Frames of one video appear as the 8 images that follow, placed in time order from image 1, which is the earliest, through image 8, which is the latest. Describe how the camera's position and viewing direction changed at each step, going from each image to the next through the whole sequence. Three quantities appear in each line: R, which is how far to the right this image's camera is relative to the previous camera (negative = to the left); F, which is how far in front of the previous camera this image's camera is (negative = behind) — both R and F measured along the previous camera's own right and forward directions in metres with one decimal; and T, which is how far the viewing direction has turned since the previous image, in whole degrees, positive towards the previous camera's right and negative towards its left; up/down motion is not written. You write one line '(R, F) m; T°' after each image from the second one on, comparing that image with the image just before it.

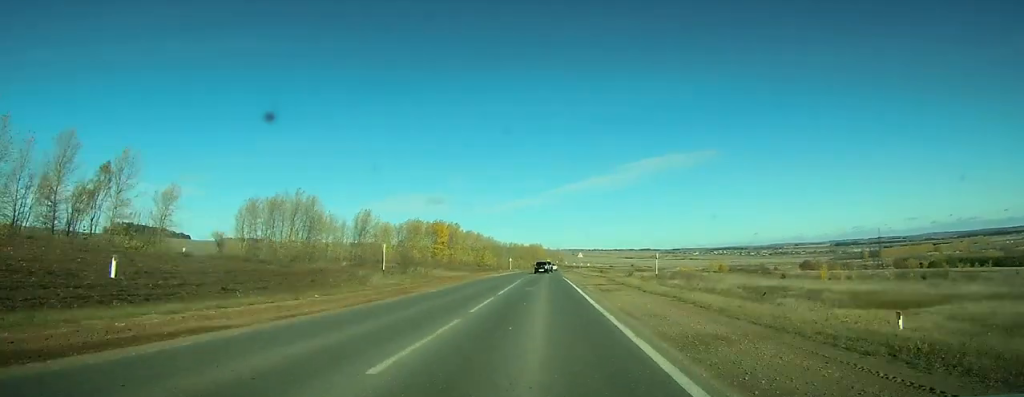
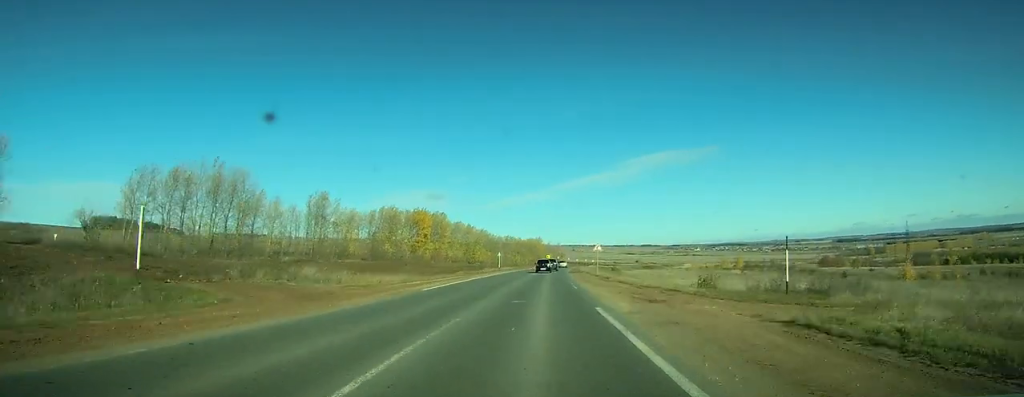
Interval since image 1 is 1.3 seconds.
(-0.1, +33.4) m; 0°
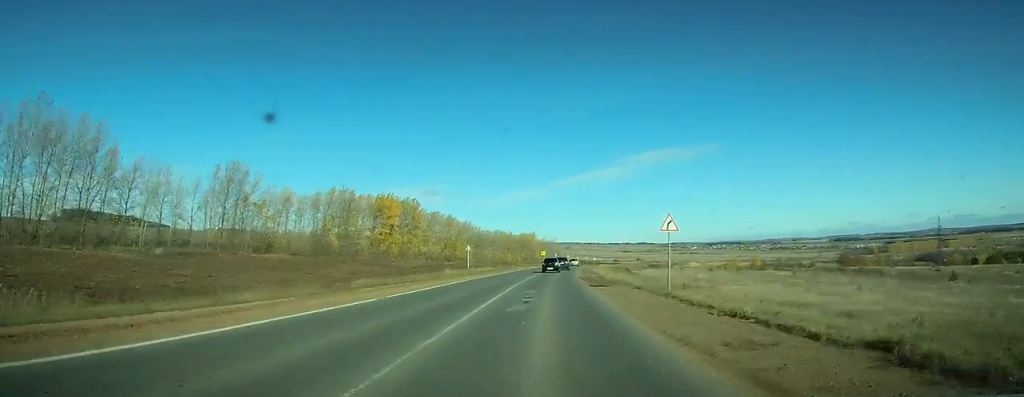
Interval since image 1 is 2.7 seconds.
(0.0, +37.4) m; 0°
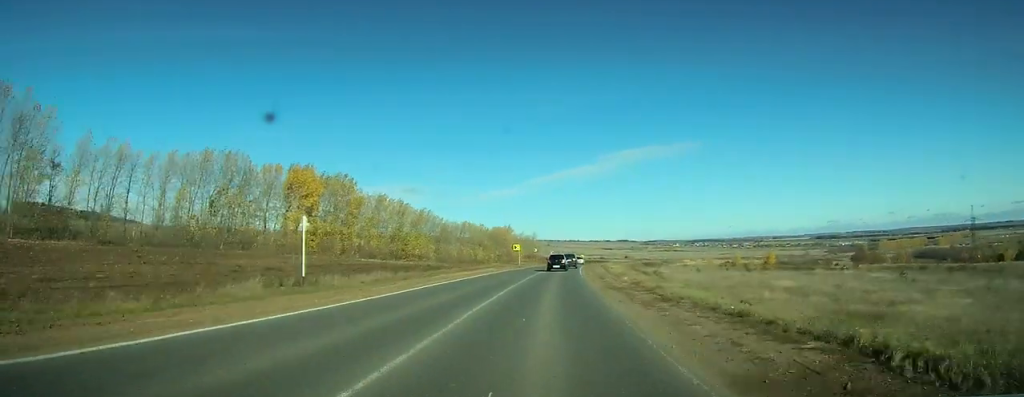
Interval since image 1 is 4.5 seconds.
(+0.3, +44.1) m; +1°
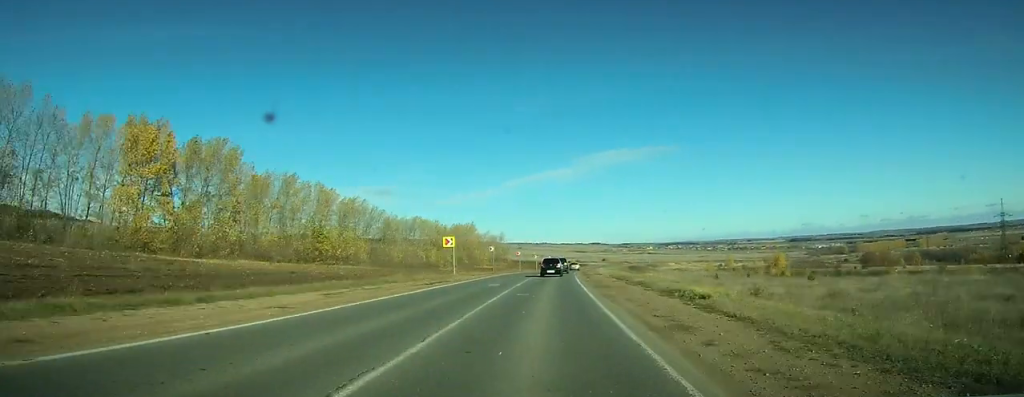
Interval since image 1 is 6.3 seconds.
(+0.6, +40.4) m; +2°
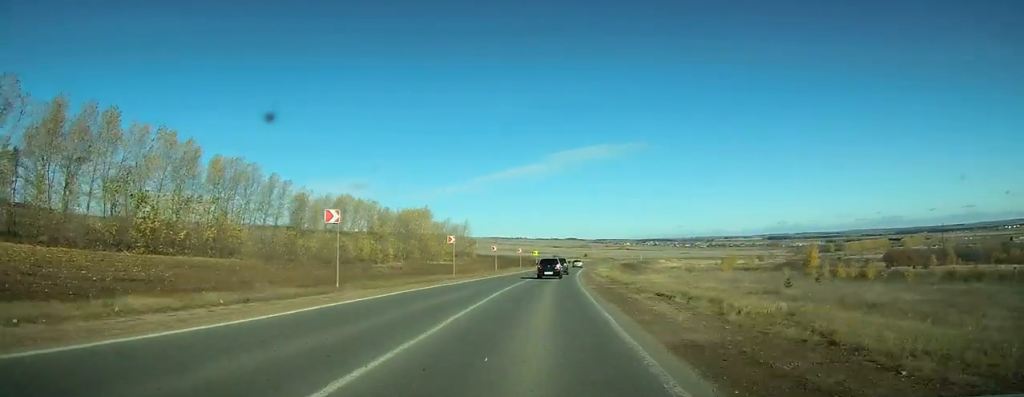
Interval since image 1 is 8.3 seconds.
(+1.0, +45.3) m; +2°
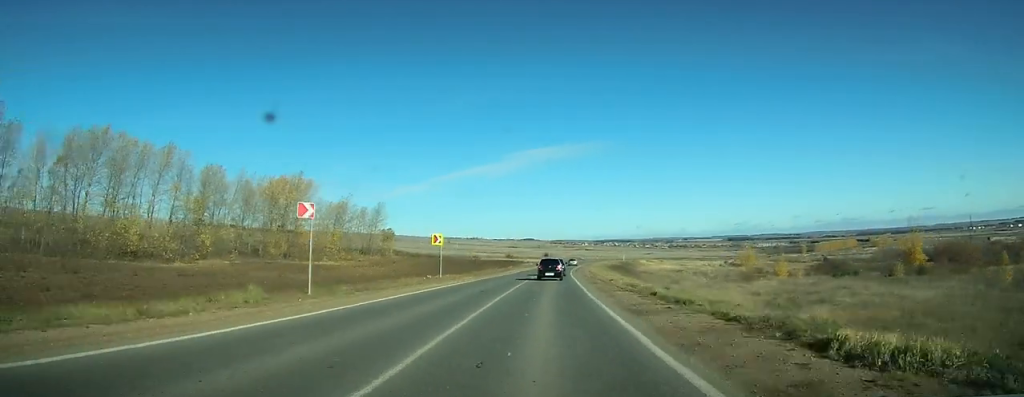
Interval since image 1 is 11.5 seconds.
(+2.0, +63.5) m; +4°
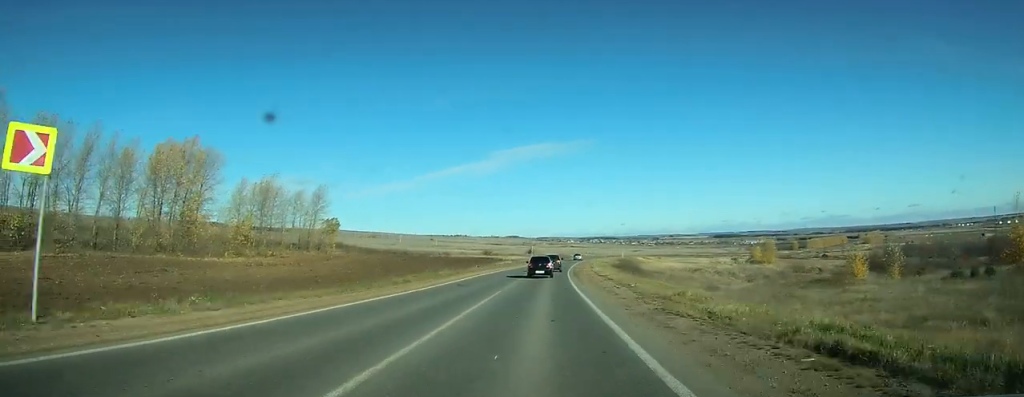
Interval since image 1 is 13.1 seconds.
(+0.5, +28.1) m; +2°
